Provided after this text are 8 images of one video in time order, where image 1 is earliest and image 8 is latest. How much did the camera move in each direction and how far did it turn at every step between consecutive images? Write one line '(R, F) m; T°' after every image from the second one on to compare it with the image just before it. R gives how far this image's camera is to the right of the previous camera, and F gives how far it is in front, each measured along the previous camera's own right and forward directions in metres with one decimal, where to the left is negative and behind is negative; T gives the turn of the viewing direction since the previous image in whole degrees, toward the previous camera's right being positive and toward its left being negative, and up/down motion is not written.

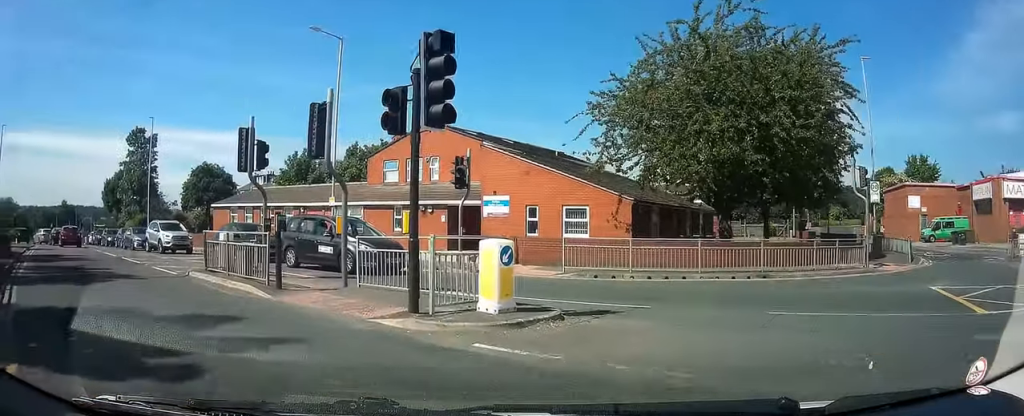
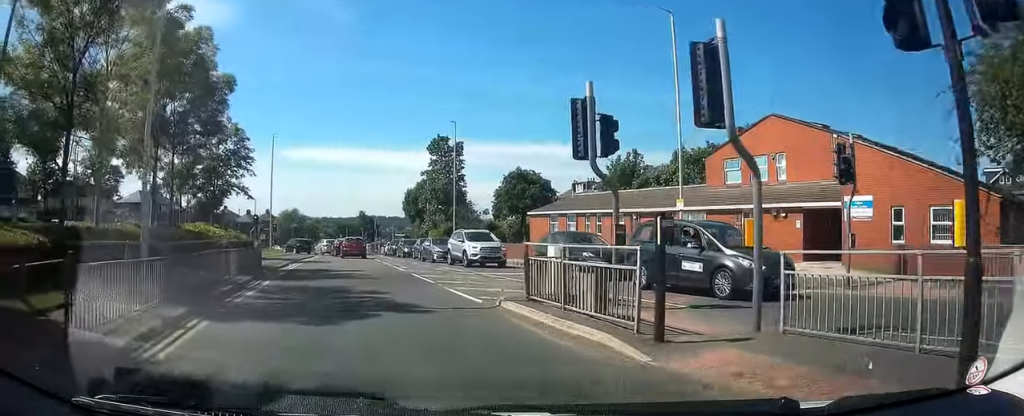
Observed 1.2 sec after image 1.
(-0.8, +4.5) m; -23°
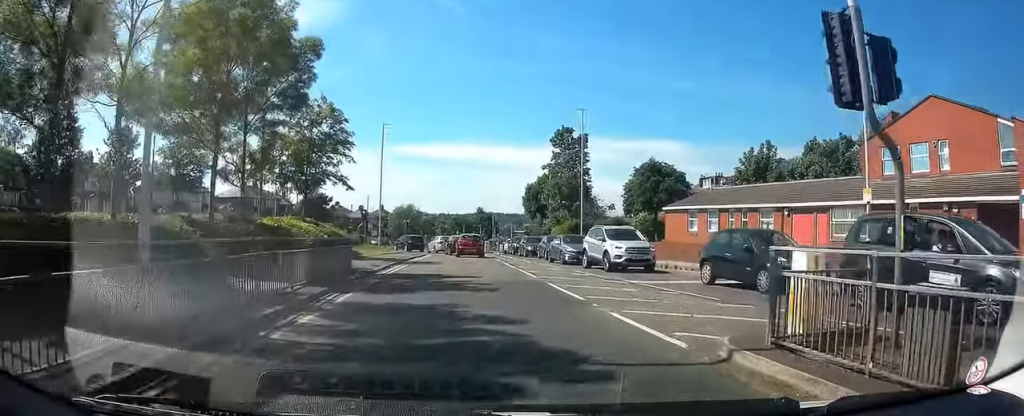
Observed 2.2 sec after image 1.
(-0.7, +3.9) m; -25°
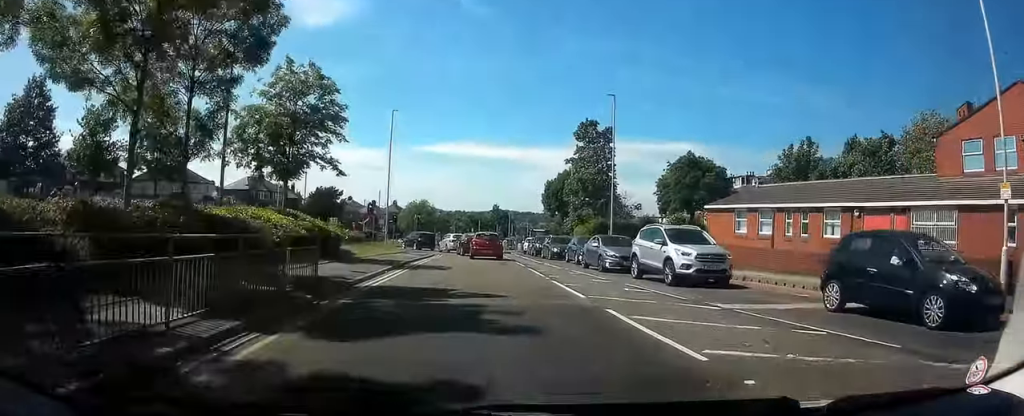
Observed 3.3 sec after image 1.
(-1.0, +4.5) m; -11°
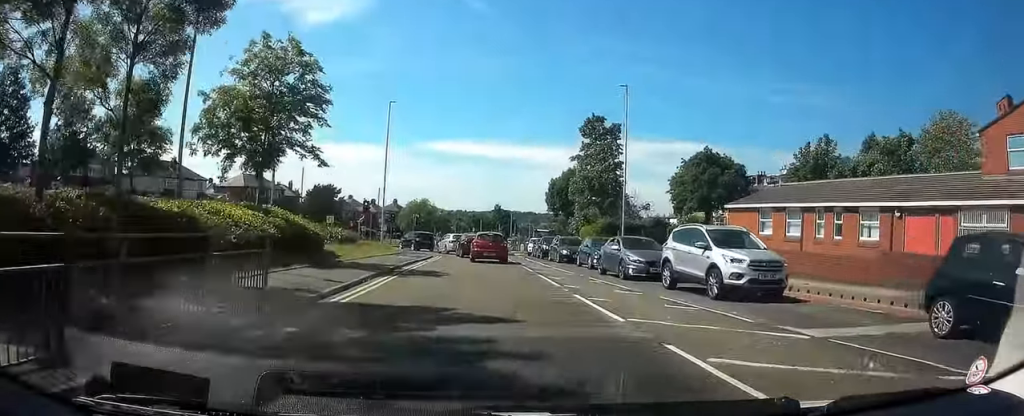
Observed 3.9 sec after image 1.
(+0.1, +3.1) m; +1°
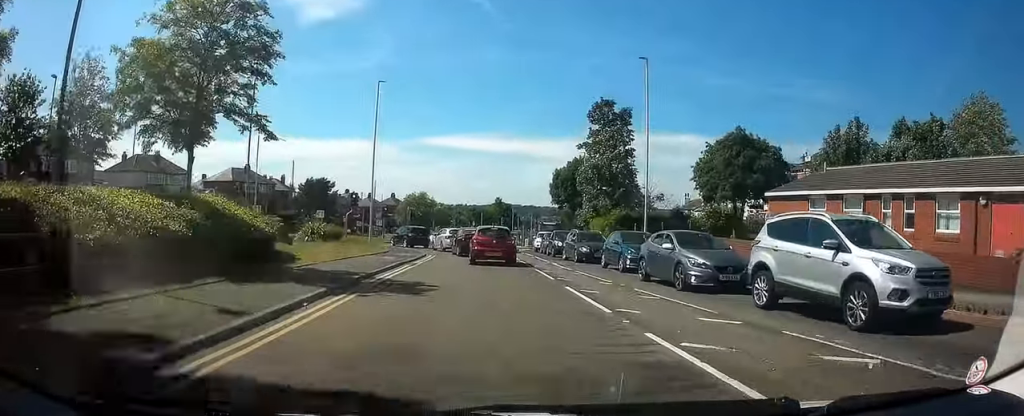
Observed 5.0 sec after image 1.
(0.0, +5.7) m; +1°
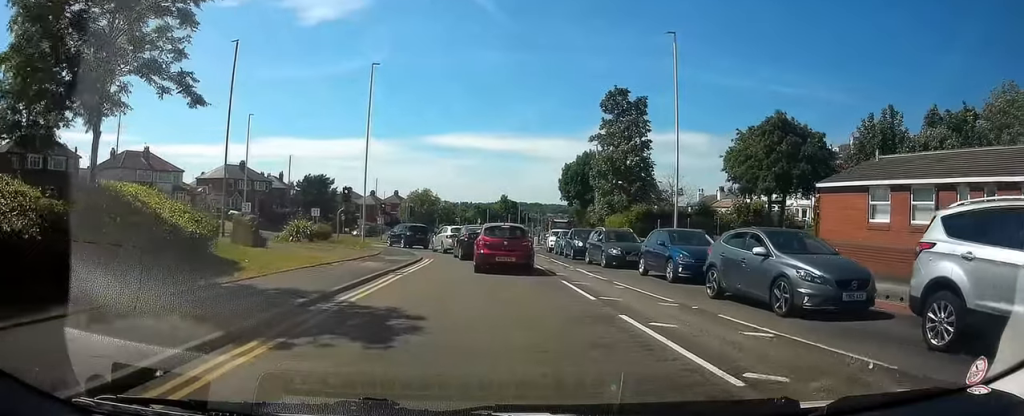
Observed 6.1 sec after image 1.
(+0.1, +5.5) m; -3°
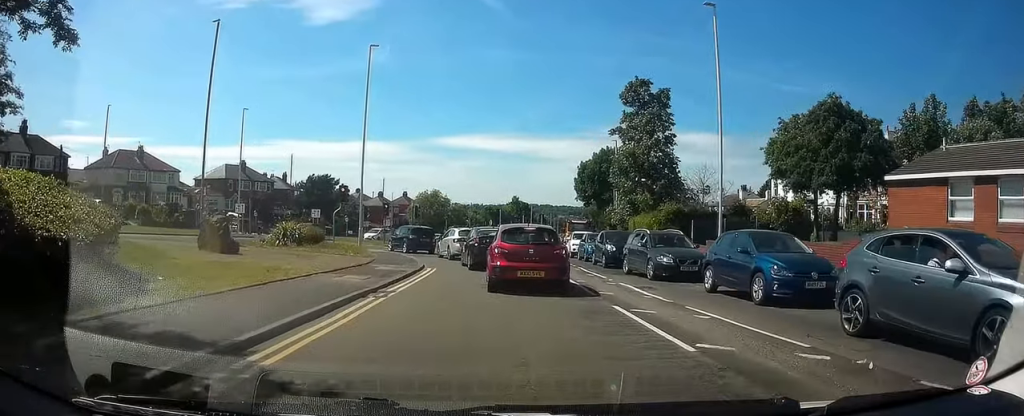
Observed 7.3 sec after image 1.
(-0.5, +5.8) m; -5°
